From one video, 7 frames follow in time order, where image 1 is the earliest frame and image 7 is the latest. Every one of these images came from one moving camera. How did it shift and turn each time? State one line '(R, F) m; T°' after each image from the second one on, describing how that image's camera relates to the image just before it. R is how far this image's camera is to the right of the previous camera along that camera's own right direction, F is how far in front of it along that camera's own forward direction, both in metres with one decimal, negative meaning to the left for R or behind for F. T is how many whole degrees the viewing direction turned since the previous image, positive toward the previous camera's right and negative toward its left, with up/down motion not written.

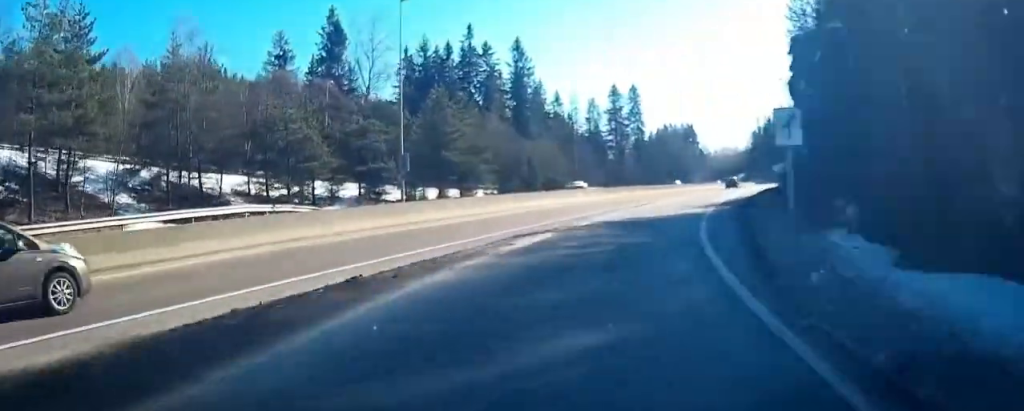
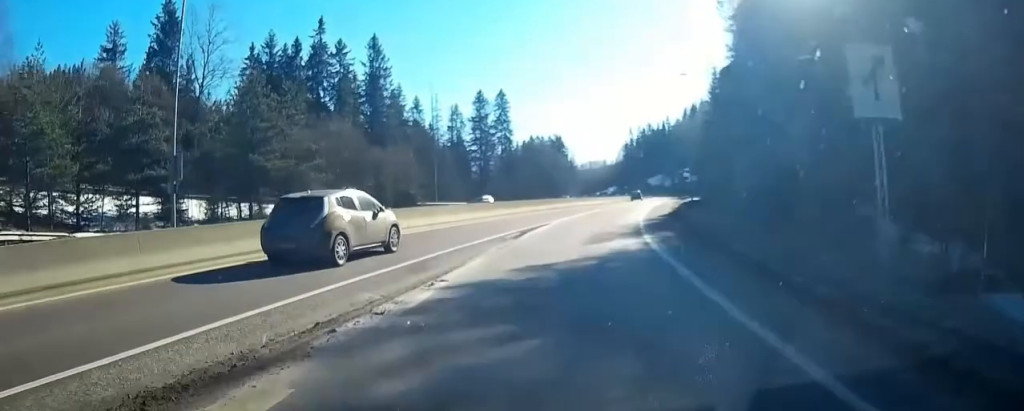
(+1.7, +12.4) m; +12°
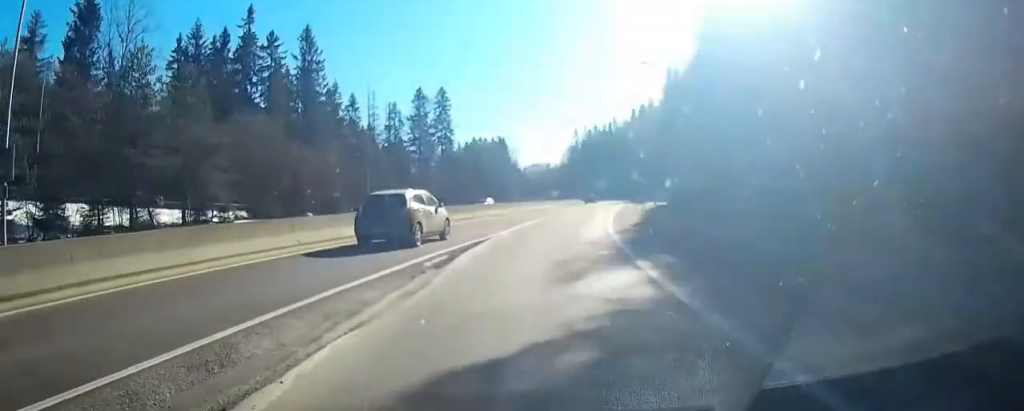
(+0.4, +7.2) m; +4°
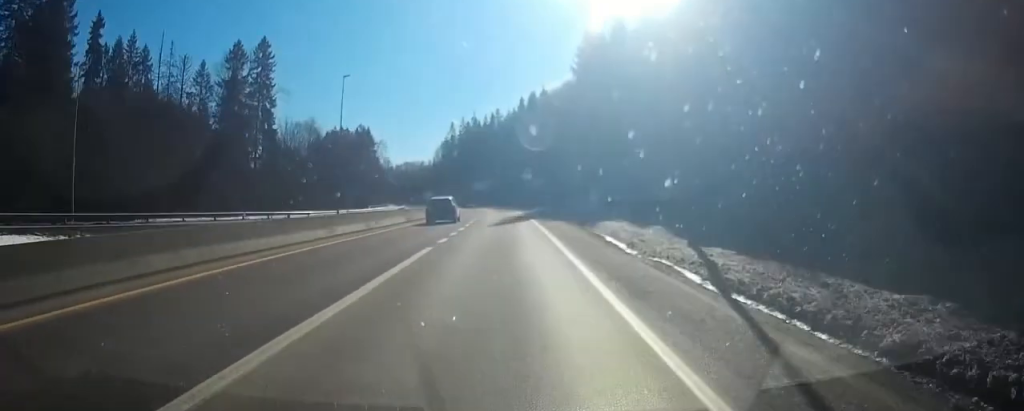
(+4.7, +37.7) m; +10°
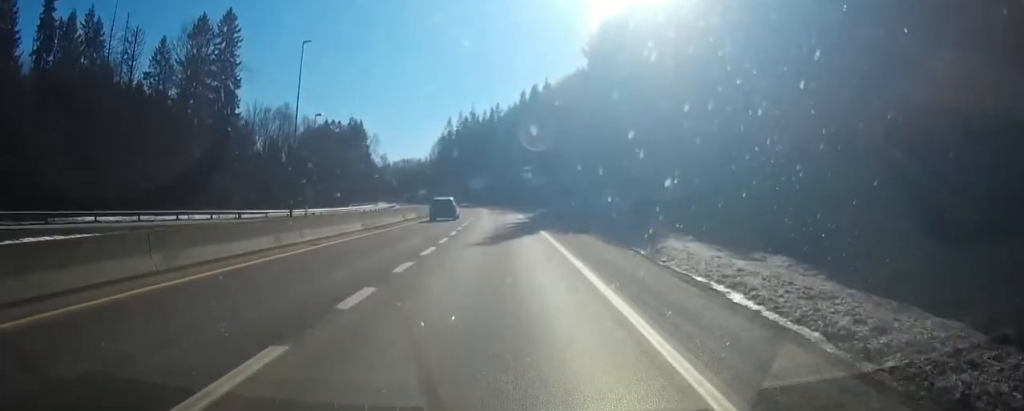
(0.0, +12.2) m; 0°
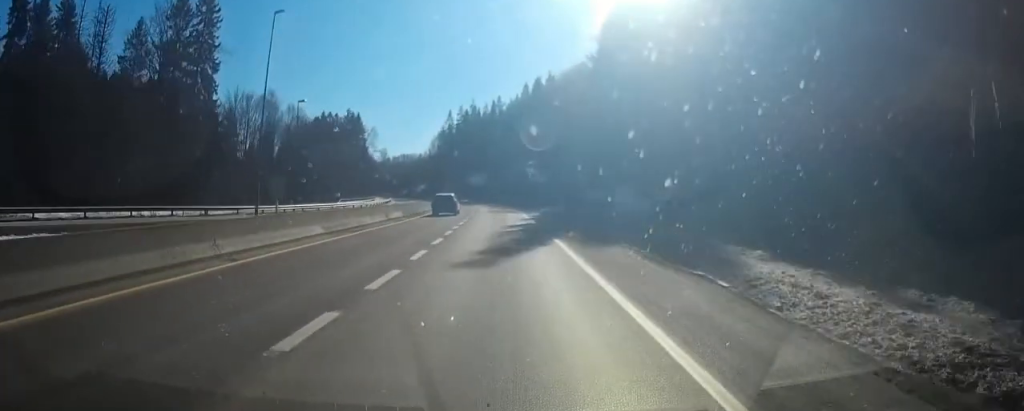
(0.0, +6.7) m; 0°
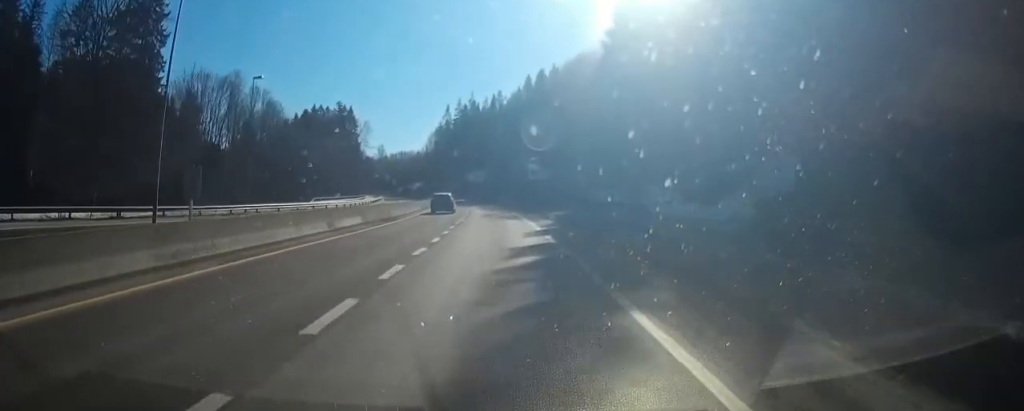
(0.0, +12.0) m; 0°
